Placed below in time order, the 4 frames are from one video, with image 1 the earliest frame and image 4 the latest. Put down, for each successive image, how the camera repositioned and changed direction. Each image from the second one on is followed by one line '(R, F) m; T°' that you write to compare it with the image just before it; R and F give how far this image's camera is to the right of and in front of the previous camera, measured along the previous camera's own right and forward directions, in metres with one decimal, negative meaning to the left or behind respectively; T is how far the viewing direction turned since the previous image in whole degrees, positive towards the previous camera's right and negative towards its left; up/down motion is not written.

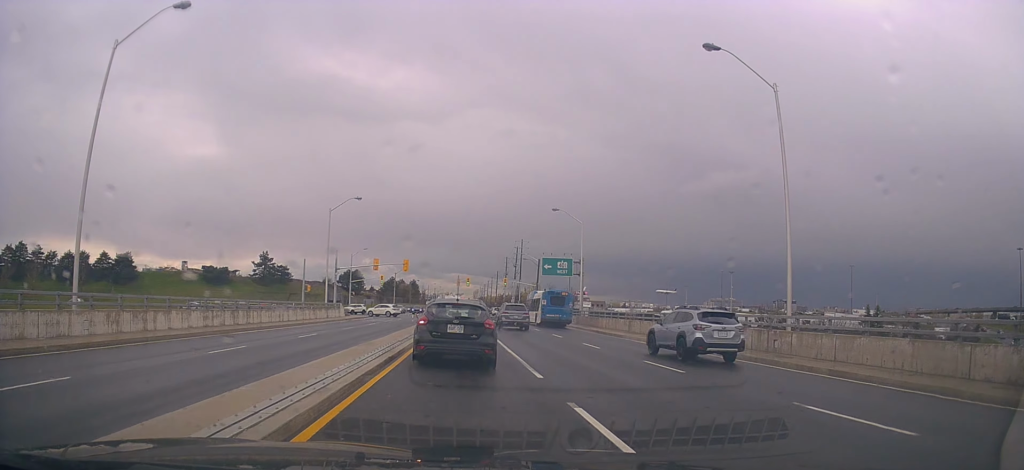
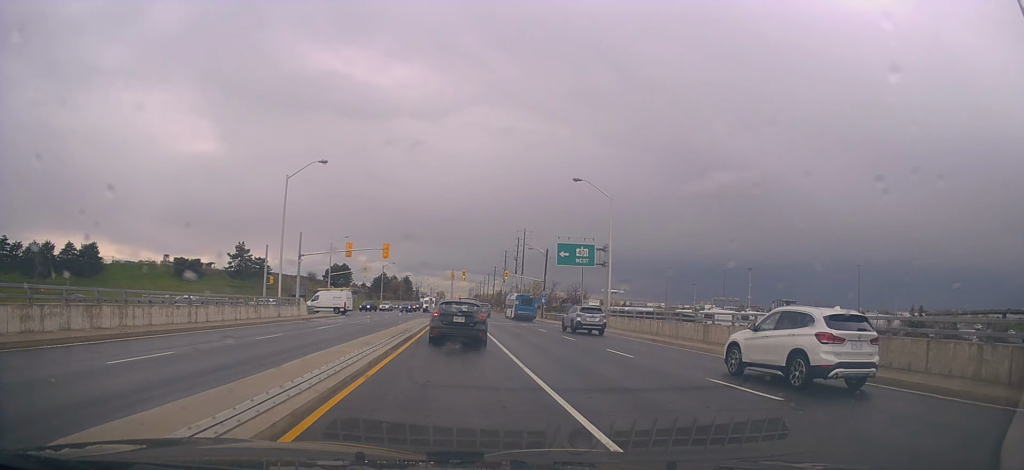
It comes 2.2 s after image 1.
(-1.2, +14.4) m; -3°
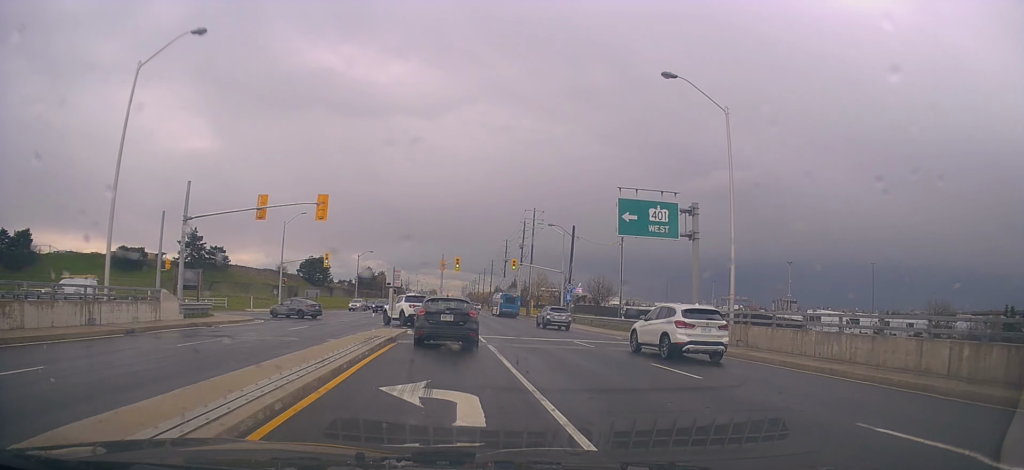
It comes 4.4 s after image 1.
(+0.7, +22.4) m; +2°
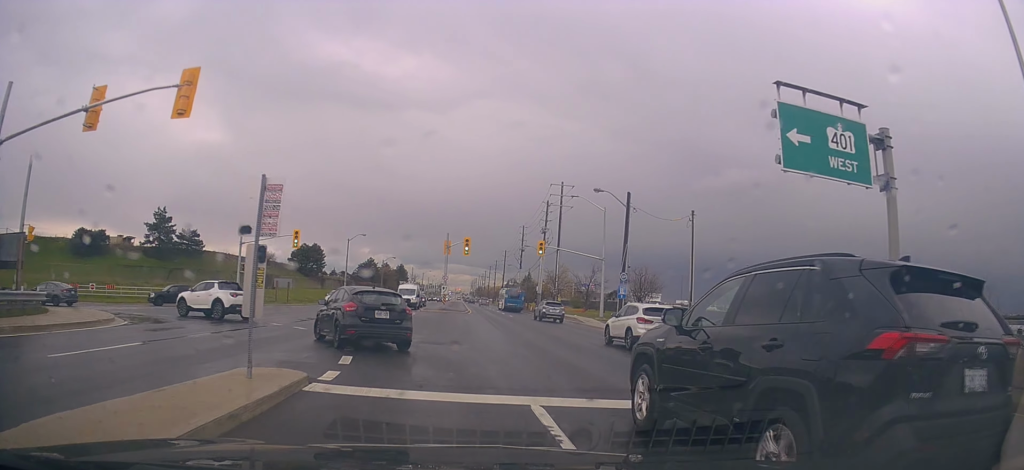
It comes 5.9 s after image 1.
(-0.1, +16.4) m; -3°
